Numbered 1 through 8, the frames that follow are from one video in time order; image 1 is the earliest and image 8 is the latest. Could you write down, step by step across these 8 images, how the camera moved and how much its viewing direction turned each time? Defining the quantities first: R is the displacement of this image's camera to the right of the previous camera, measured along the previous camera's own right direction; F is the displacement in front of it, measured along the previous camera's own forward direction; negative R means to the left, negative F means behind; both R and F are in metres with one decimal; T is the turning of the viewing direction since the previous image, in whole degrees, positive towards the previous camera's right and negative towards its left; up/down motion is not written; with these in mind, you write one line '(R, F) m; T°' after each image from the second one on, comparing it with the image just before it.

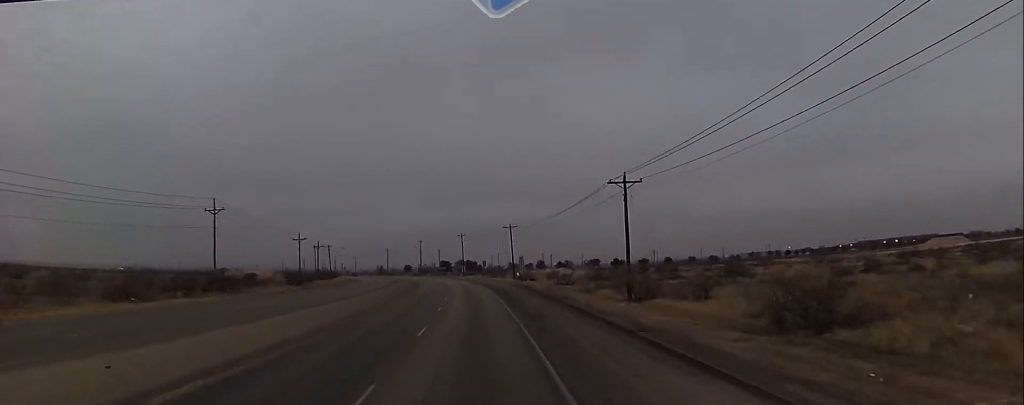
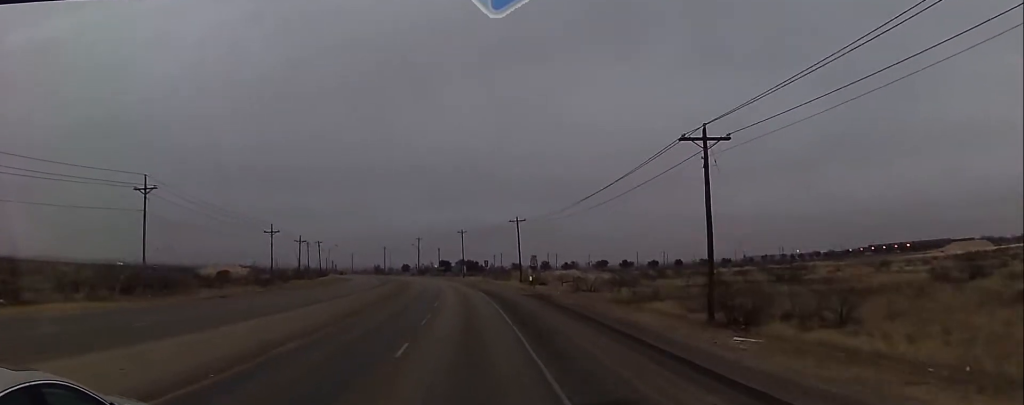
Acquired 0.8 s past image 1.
(-0.3, +17.2) m; -1°
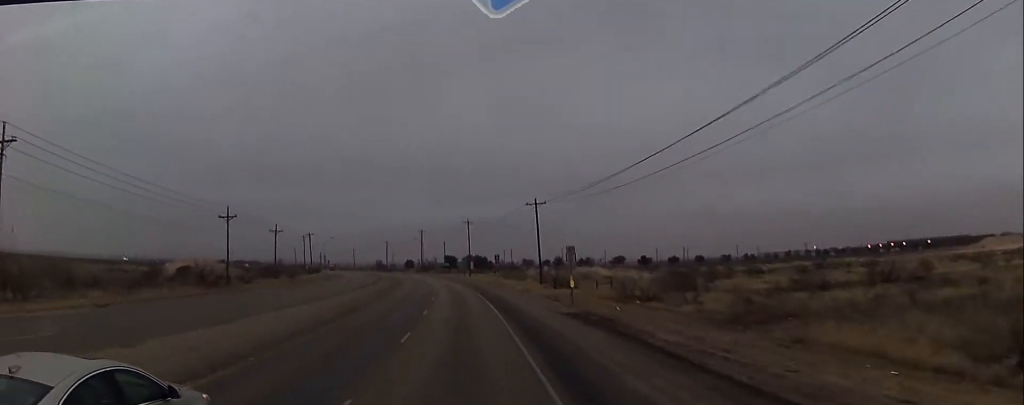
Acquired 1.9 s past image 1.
(-0.1, +21.4) m; 0°
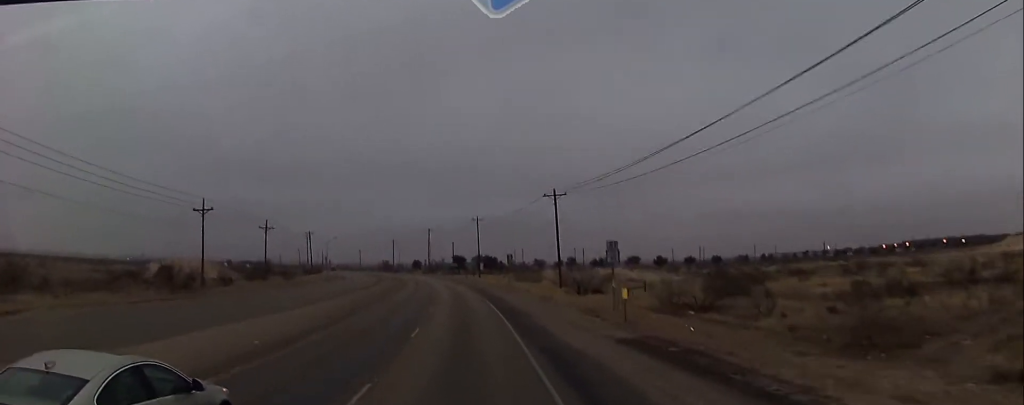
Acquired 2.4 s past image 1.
(+0.2, +10.5) m; -1°
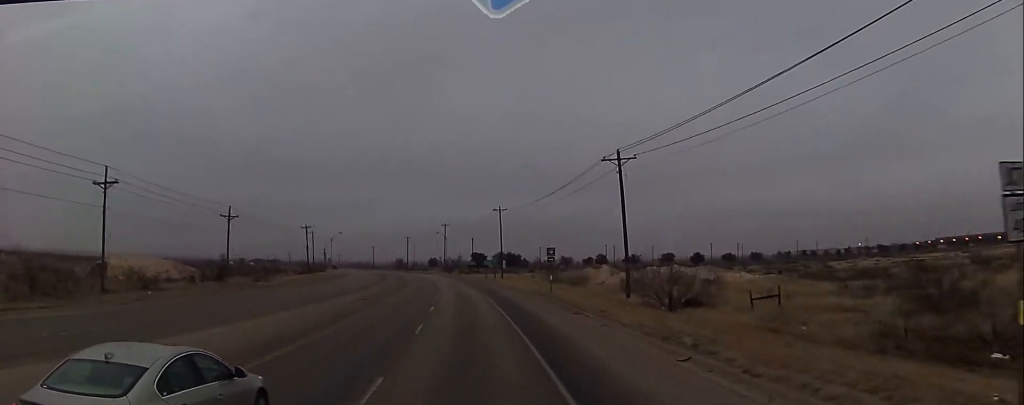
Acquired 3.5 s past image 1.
(-0.5, +23.9) m; -2°
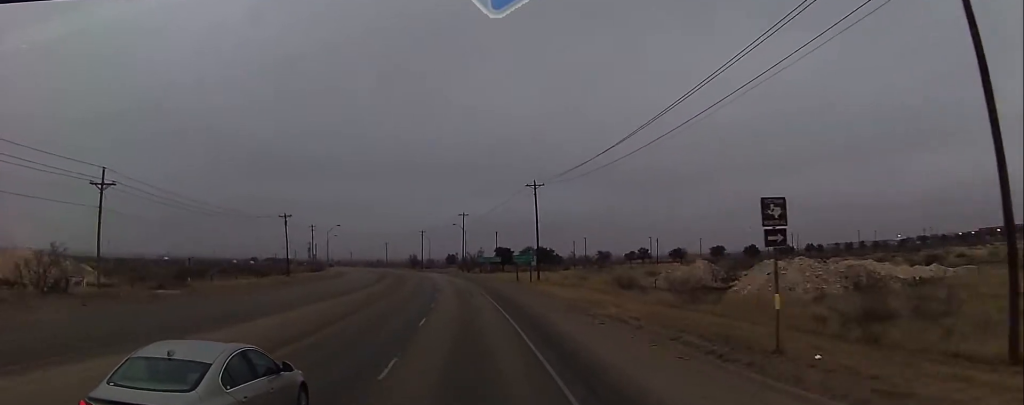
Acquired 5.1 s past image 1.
(-0.4, +34.0) m; -1°
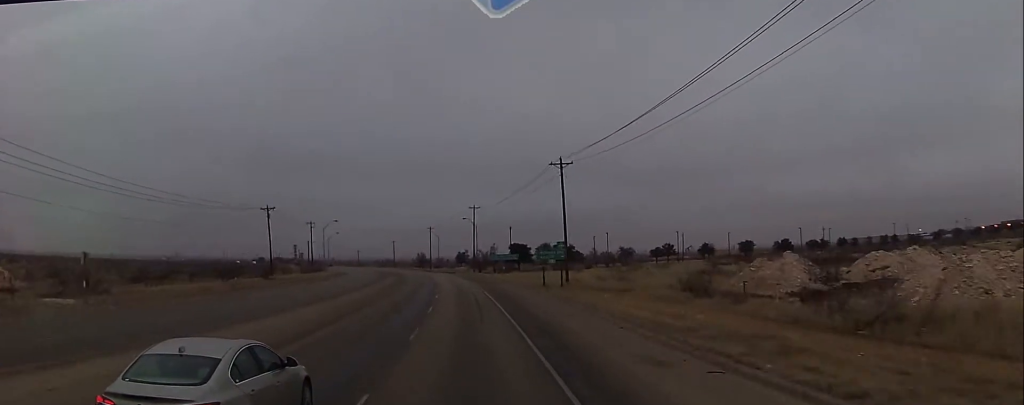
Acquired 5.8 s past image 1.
(0.0, +17.2) m; -2°
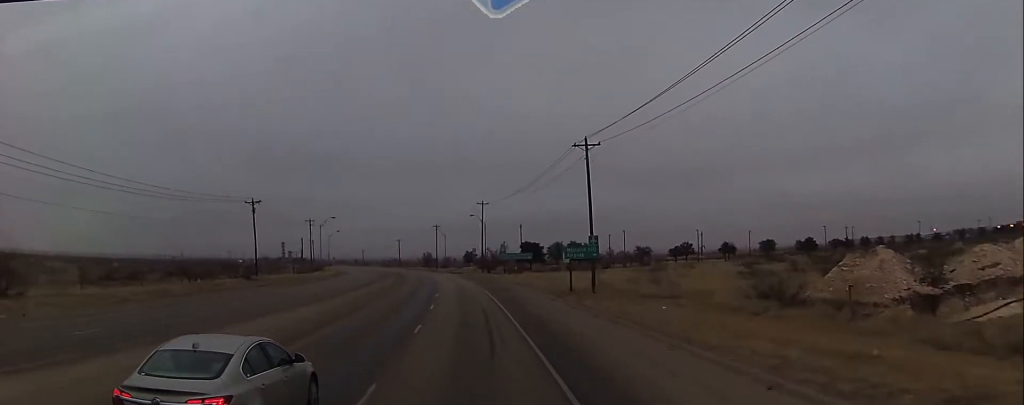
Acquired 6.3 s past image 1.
(-0.4, +11.4) m; -1°
